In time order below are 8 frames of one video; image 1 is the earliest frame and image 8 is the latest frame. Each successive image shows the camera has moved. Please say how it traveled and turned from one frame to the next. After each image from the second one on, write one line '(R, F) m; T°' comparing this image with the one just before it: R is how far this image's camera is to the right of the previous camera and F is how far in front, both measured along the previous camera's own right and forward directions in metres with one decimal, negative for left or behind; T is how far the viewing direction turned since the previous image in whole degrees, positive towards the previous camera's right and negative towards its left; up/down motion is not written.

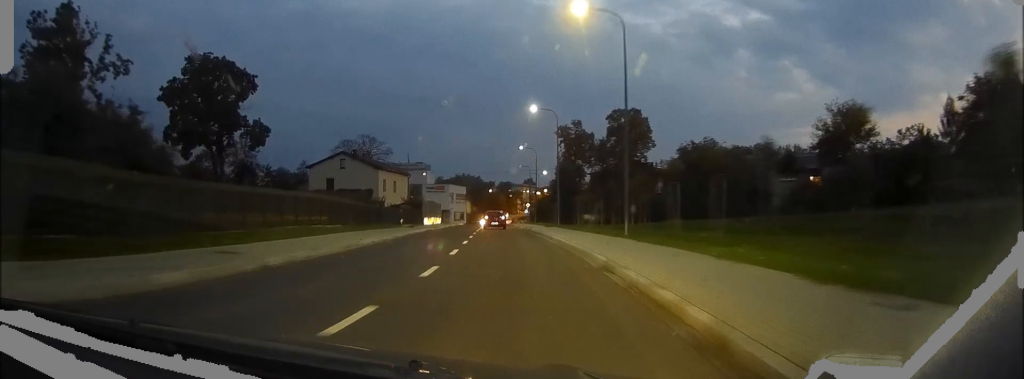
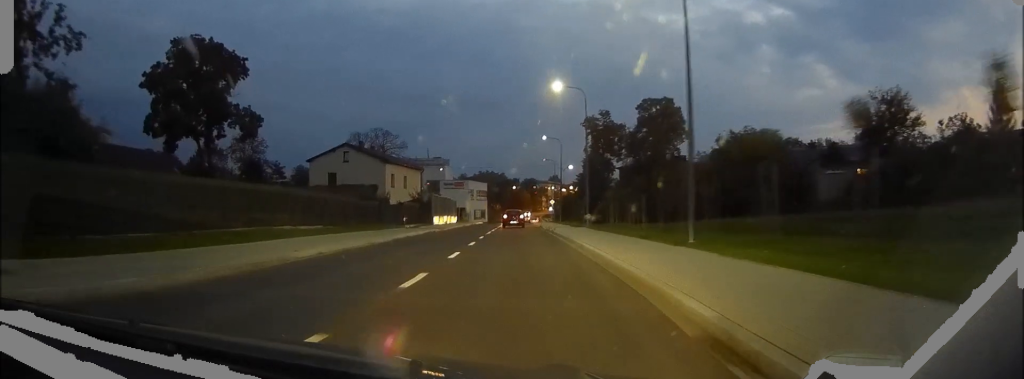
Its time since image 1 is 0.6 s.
(-0.3, +8.4) m; -2°
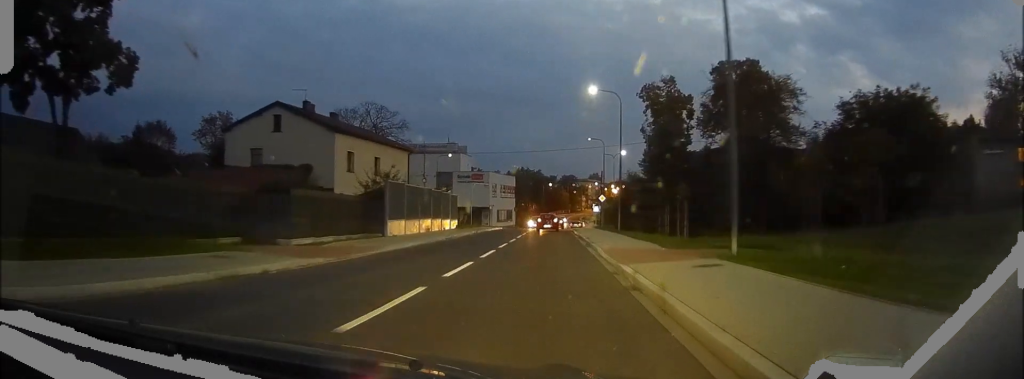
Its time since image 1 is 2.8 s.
(-1.5, +29.1) m; -4°
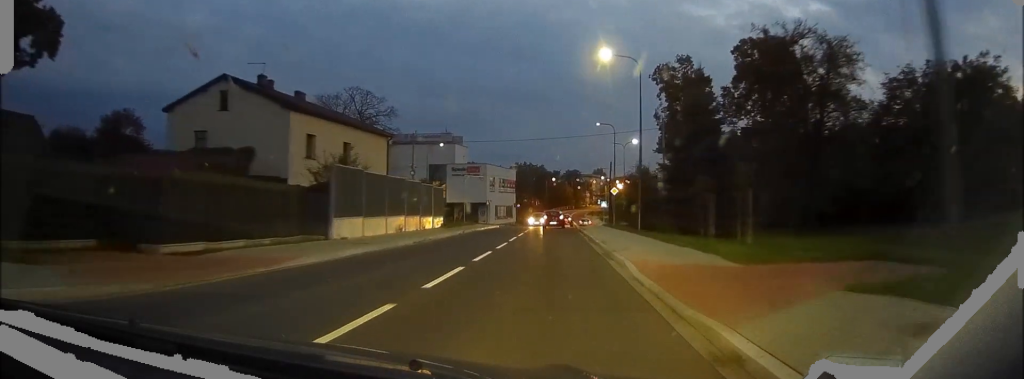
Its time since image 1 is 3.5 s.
(-0.1, +9.0) m; -1°
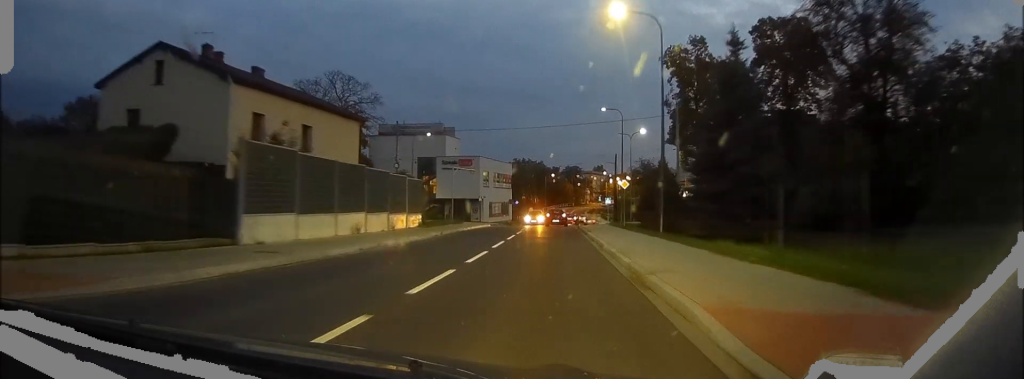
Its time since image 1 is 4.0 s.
(-0.1, +7.6) m; 0°
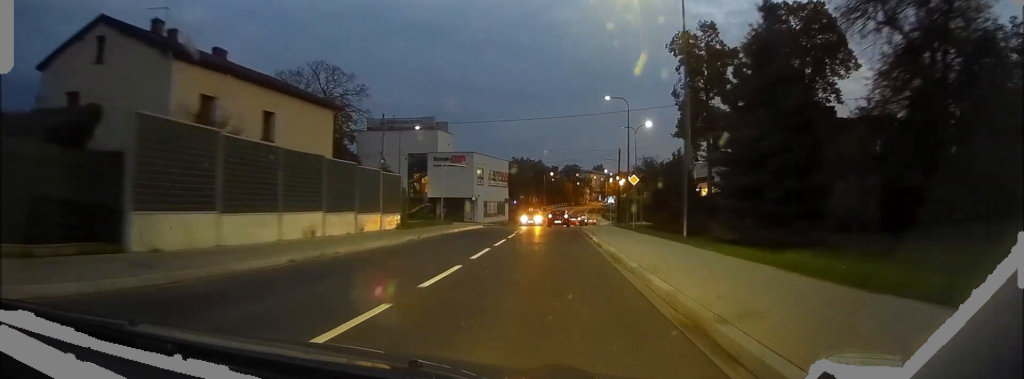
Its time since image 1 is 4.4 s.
(0.0, +5.3) m; 0°
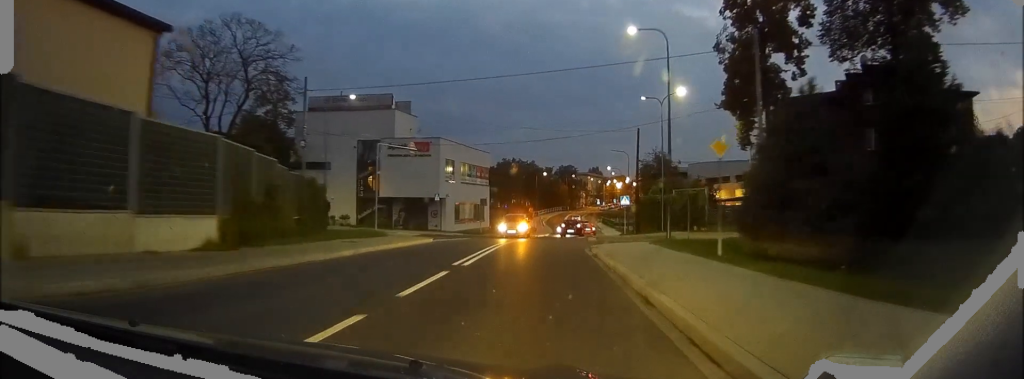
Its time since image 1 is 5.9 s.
(+0.3, +19.8) m; +2°
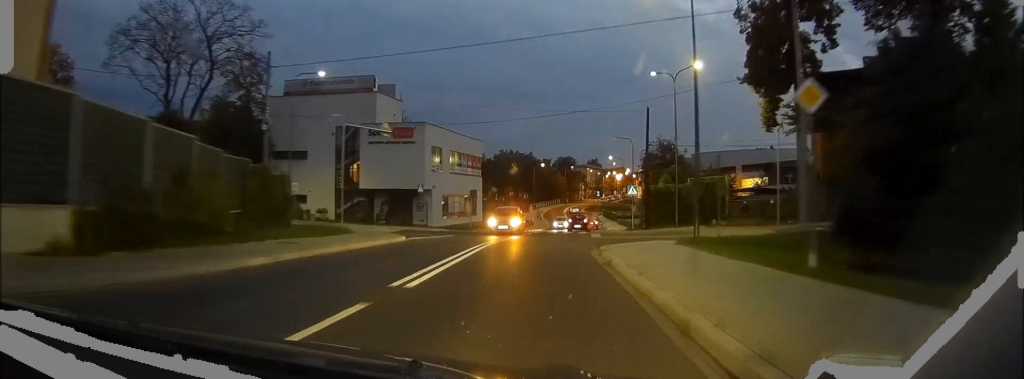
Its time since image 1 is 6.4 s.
(0.0, +6.1) m; 0°
